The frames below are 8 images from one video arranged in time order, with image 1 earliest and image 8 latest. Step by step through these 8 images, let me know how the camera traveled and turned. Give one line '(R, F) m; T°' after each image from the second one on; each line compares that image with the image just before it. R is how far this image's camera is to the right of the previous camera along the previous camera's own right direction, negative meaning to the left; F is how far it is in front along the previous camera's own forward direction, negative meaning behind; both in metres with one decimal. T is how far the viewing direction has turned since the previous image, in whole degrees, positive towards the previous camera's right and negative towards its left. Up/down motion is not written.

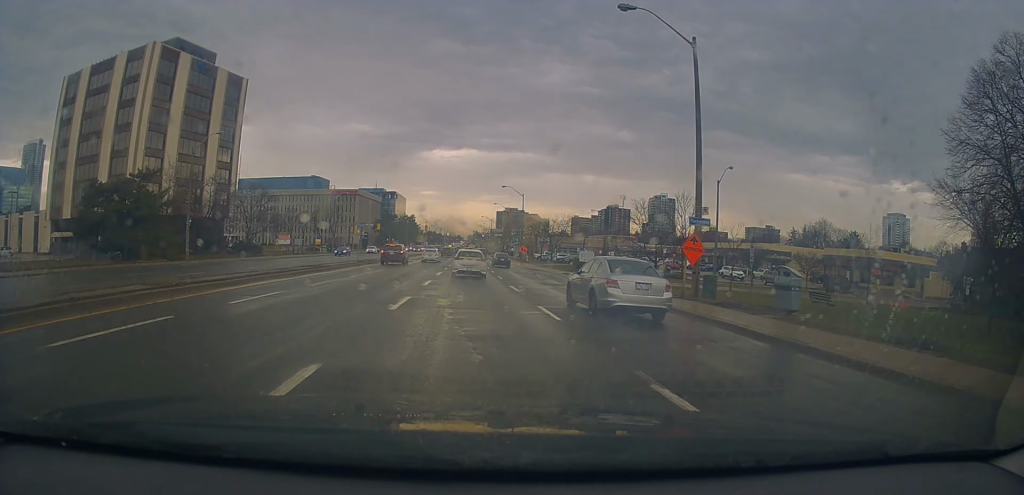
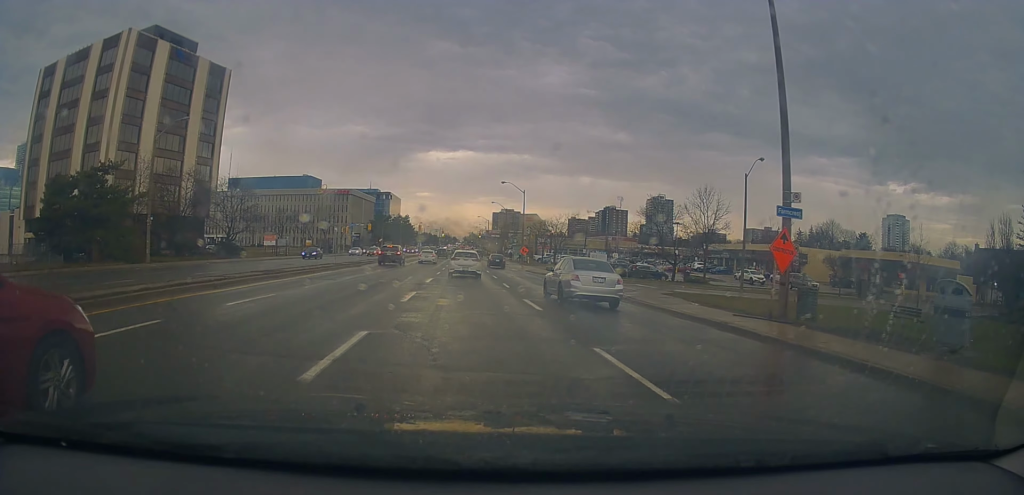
(+0.2, +6.6) m; -1°
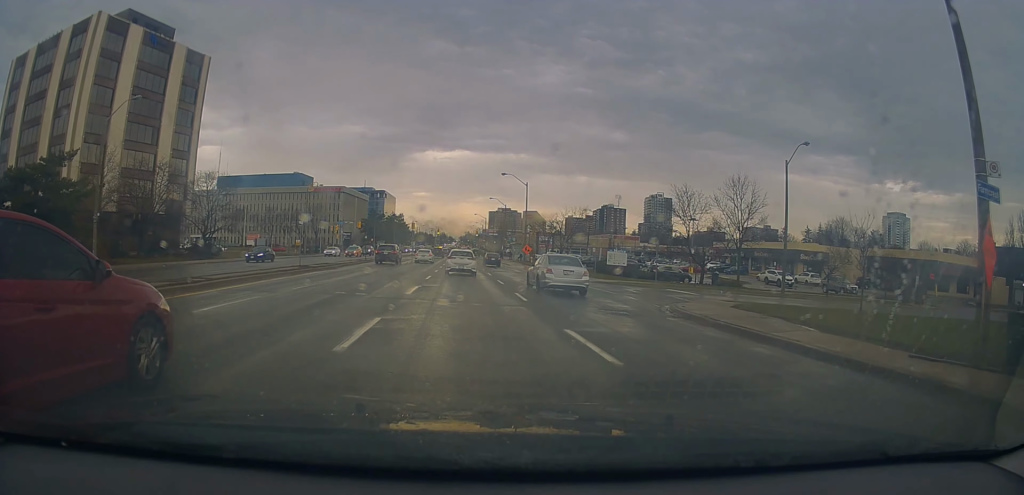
(0.0, +7.3) m; -1°
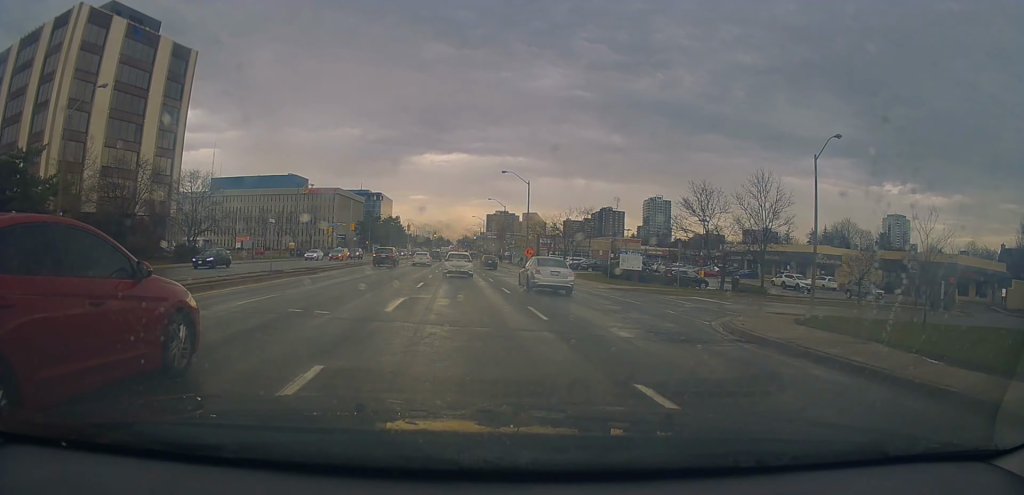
(-0.3, +4.3) m; 0°
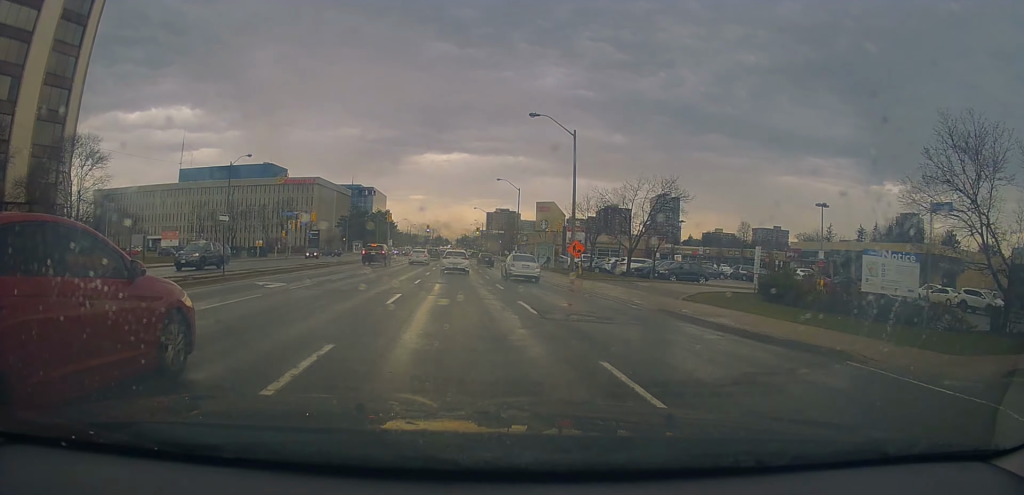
(+0.8, +25.5) m; +3°
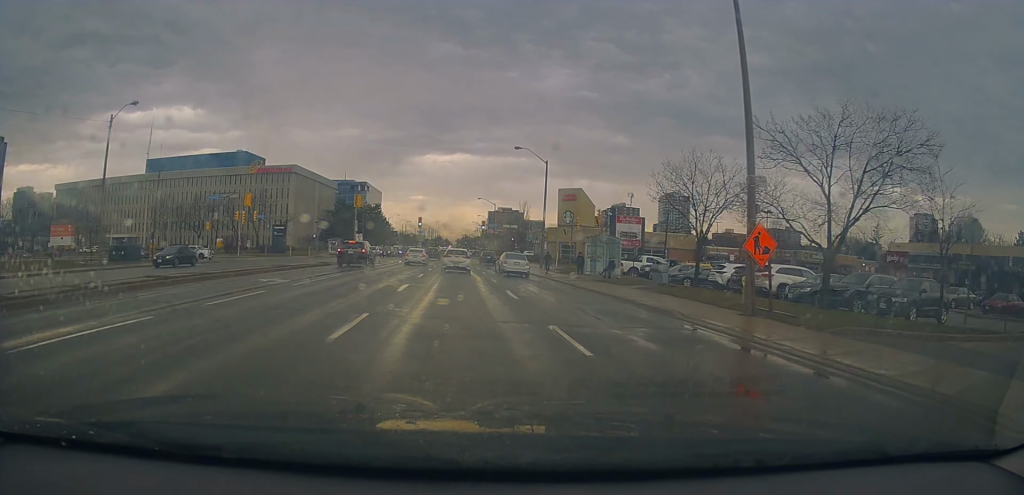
(-0.4, +23.6) m; -2°
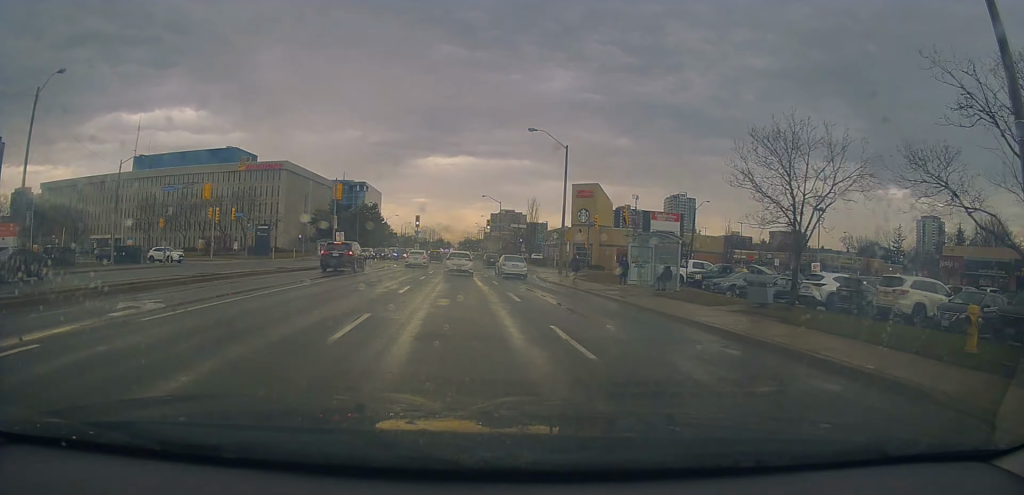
(-0.1, +9.3) m; 0°
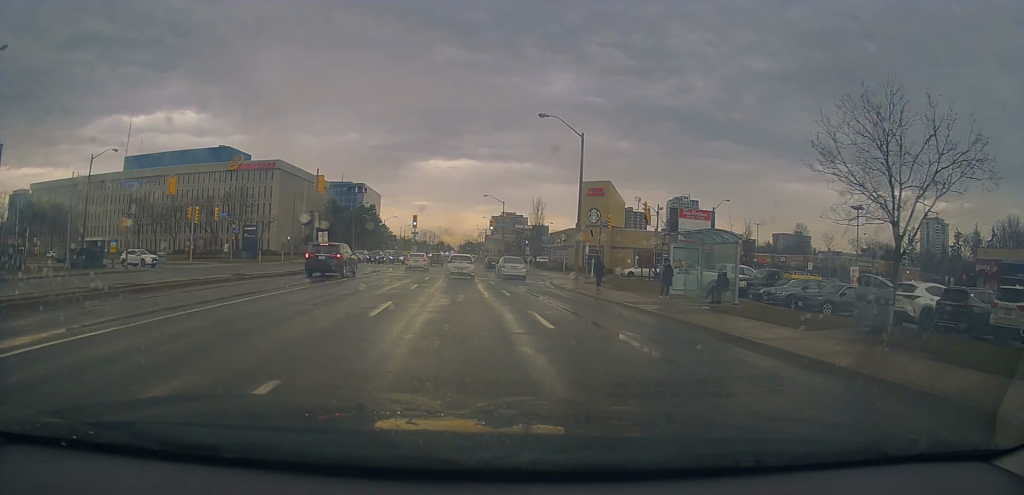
(+0.2, +5.8) m; 0°
